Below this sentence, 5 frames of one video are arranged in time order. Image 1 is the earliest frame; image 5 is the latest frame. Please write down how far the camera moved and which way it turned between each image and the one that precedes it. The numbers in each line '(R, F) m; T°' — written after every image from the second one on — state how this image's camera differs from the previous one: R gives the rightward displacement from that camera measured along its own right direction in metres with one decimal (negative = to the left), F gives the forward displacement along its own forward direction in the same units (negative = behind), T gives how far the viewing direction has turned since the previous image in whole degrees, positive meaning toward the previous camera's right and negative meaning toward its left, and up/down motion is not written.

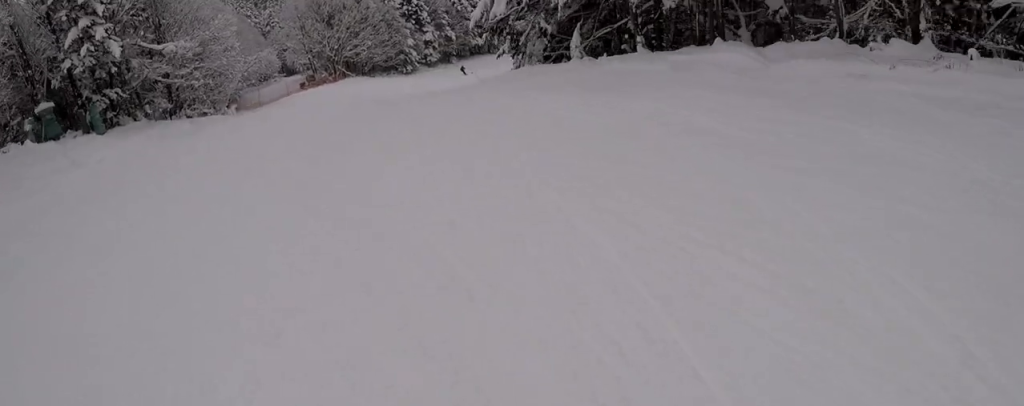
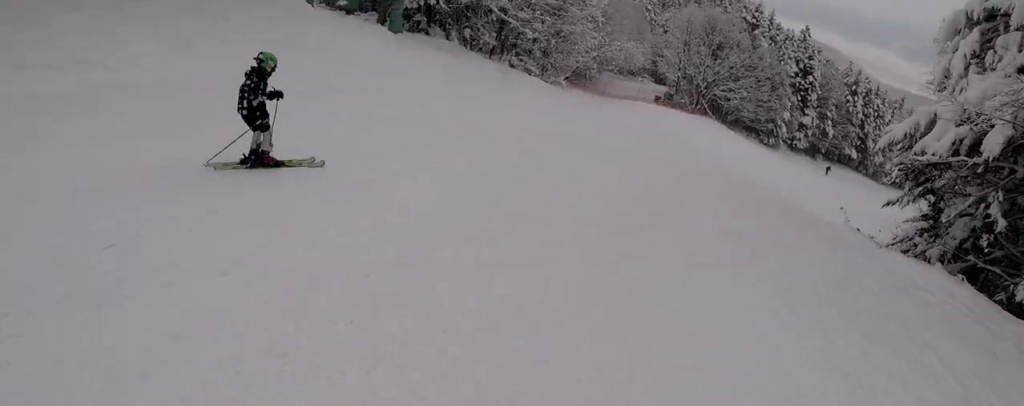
(+1.1, +8.7) m; -4°
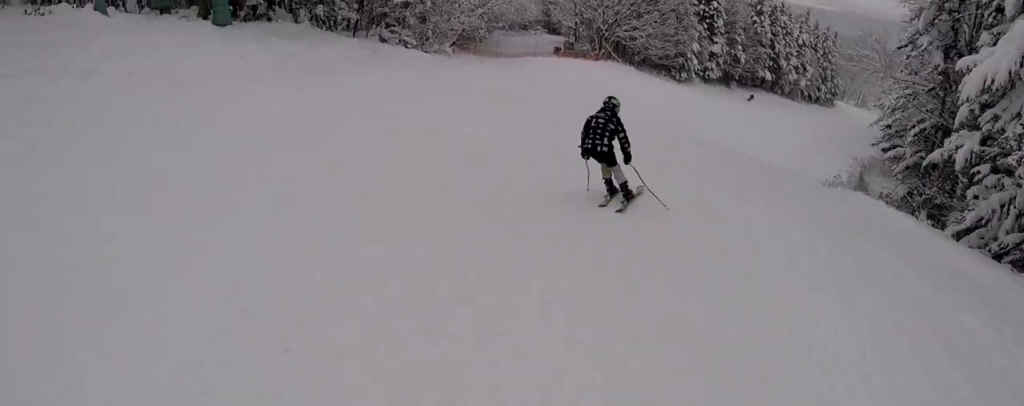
(-1.4, +6.4) m; -12°
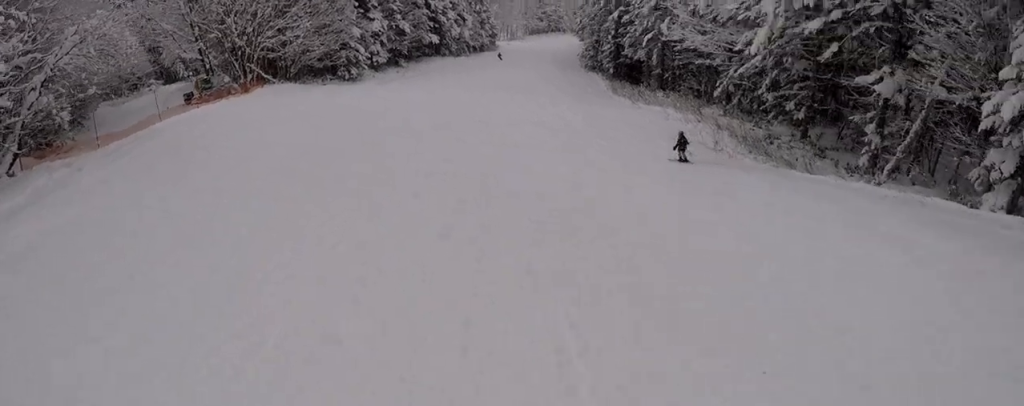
(+5.0, +19.7) m; +28°
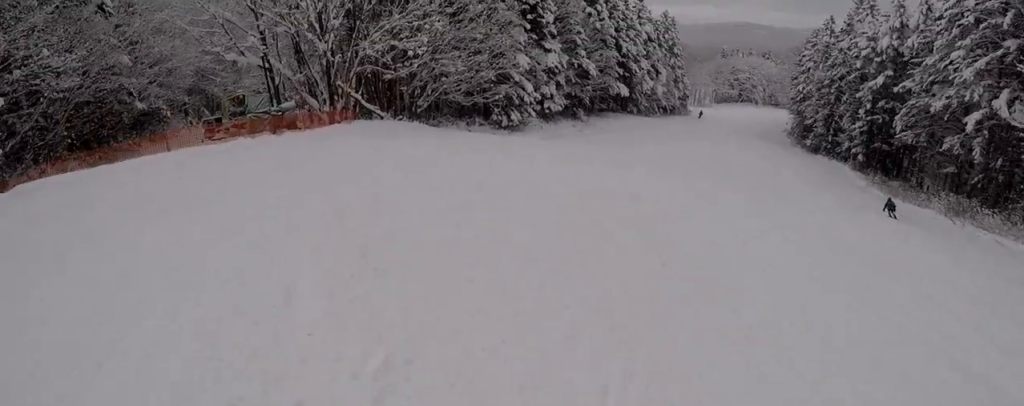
(+0.9, +19.5) m; -2°
